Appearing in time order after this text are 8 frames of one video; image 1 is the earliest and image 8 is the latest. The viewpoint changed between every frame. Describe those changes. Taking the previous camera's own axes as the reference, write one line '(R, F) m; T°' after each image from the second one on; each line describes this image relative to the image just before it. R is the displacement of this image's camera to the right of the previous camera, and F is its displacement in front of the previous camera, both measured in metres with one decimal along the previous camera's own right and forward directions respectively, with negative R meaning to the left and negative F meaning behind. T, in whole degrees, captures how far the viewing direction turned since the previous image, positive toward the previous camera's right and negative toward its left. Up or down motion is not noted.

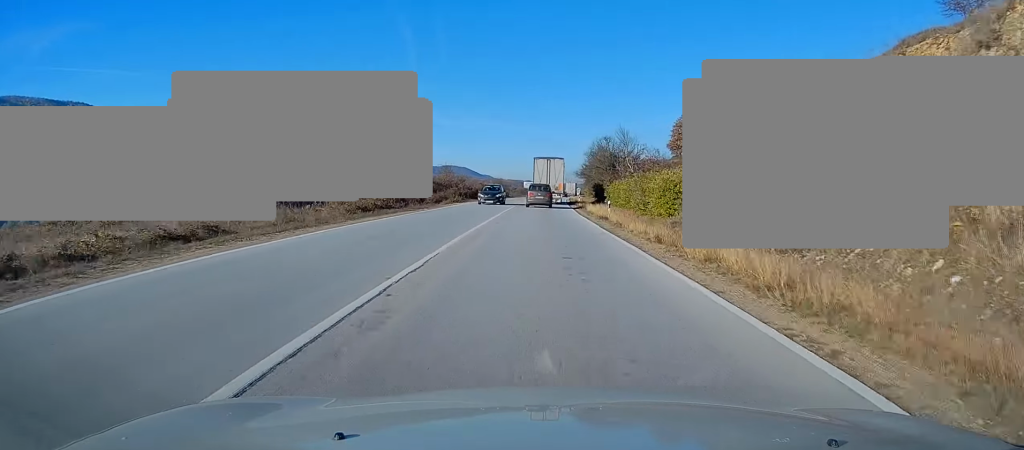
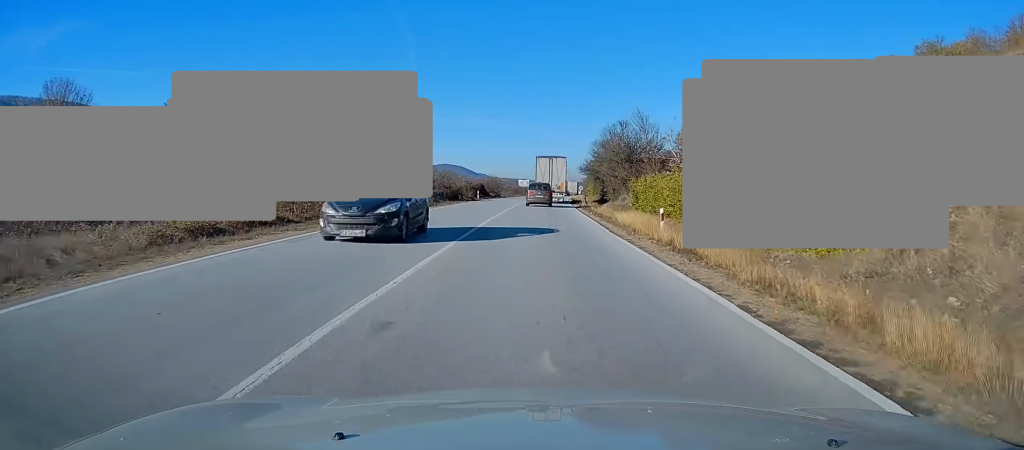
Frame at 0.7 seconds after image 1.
(0.0, +15.2) m; 0°
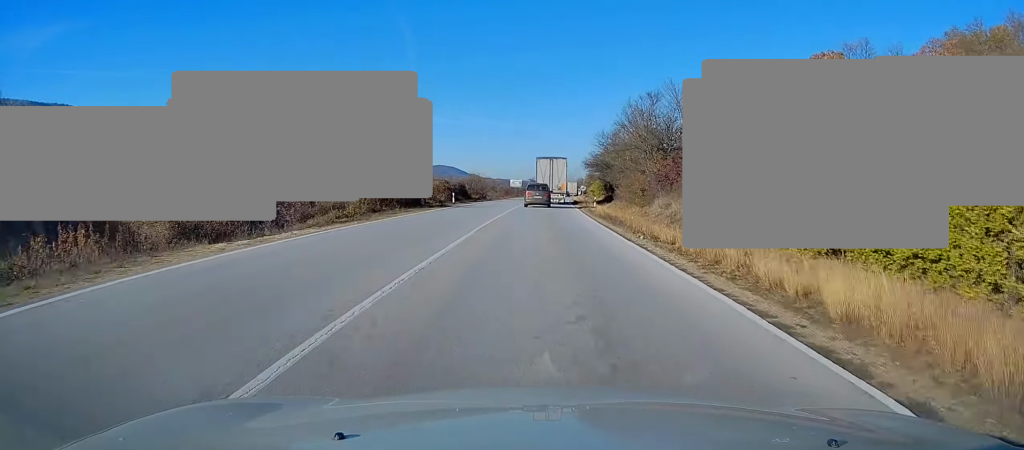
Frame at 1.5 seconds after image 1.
(0.0, +16.8) m; +1°
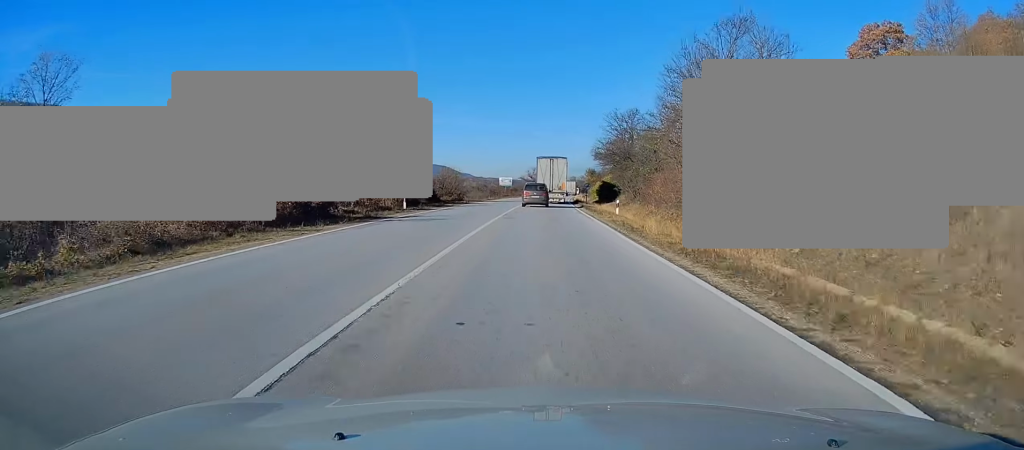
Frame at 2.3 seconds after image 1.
(0.0, +17.6) m; +1°
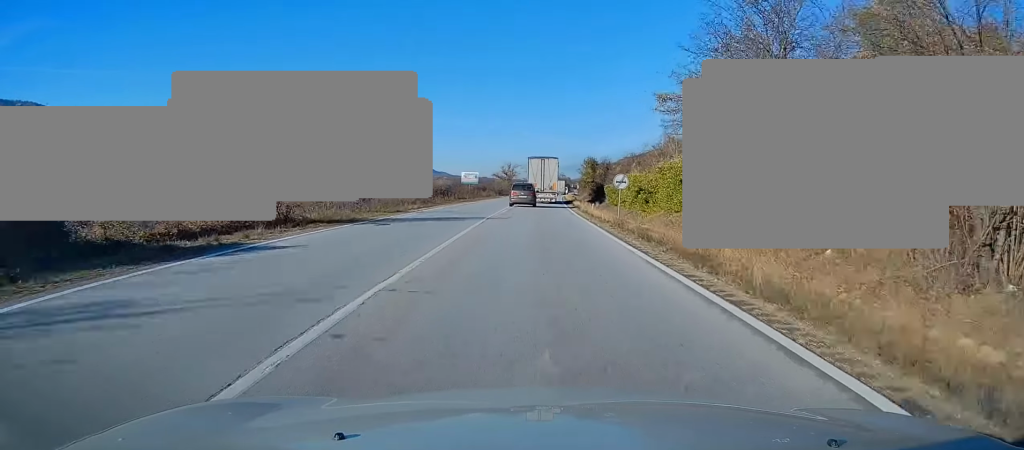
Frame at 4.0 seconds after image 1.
(+0.7, +39.3) m; +2°
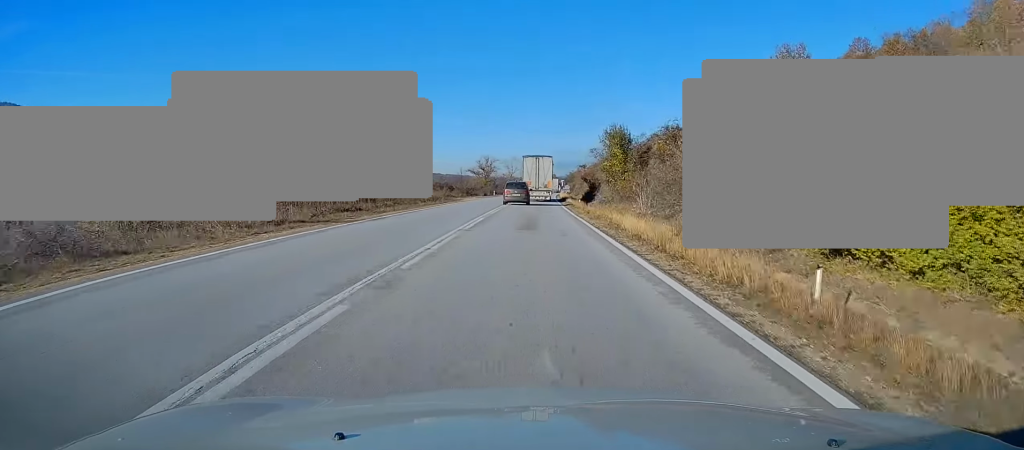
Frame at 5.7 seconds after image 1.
(+0.8, +38.4) m; +2°
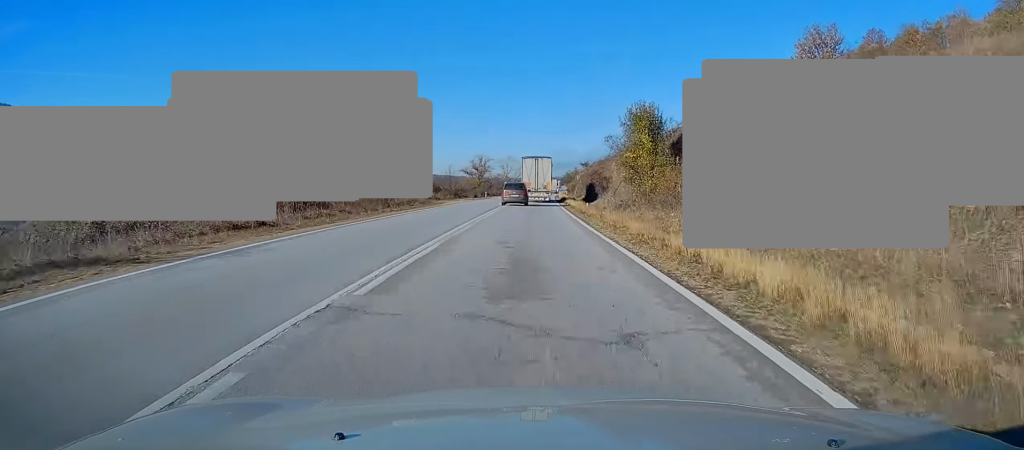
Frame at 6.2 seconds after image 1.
(0.0, +11.3) m; +1°
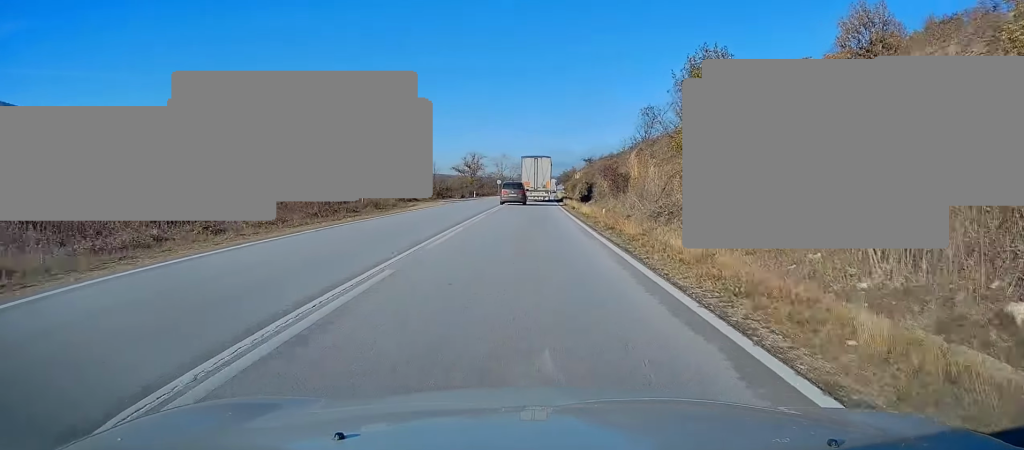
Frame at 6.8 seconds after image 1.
(+0.2, +12.9) m; +1°
